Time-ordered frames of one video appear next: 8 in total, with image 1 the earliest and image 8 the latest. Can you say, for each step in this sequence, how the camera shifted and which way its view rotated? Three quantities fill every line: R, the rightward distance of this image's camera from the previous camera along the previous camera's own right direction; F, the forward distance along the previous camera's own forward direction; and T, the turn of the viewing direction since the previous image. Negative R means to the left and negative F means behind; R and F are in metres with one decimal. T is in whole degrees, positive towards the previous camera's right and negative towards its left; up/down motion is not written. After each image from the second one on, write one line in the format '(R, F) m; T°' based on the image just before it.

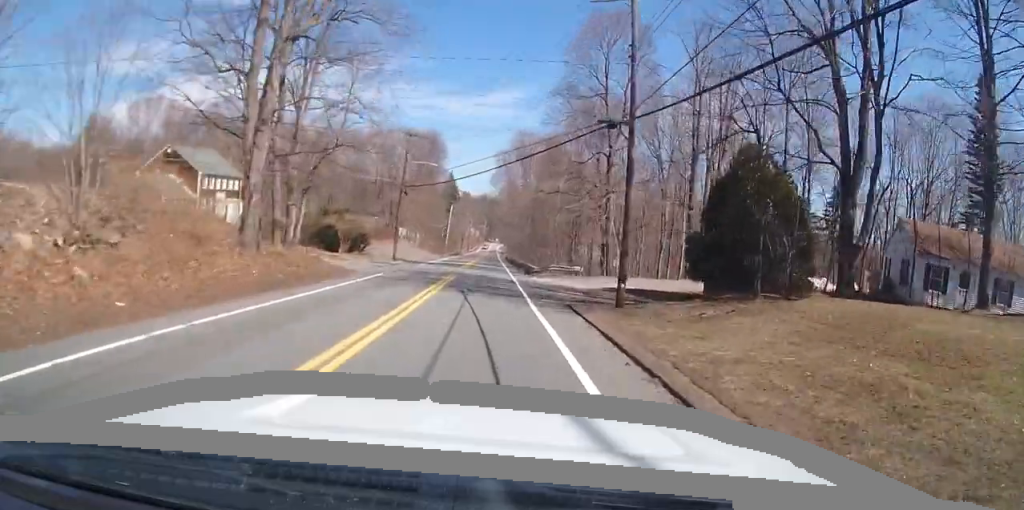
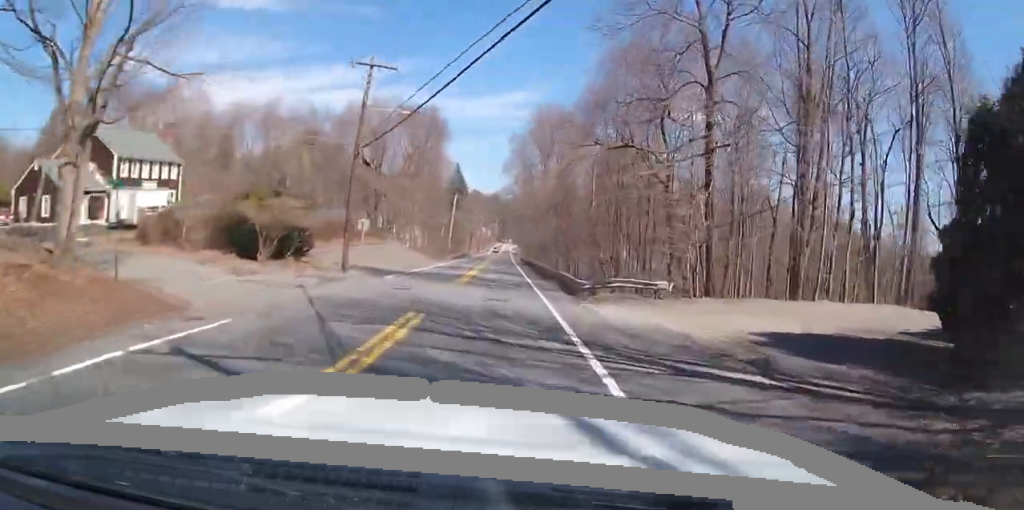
(-0.2, +17.1) m; -1°
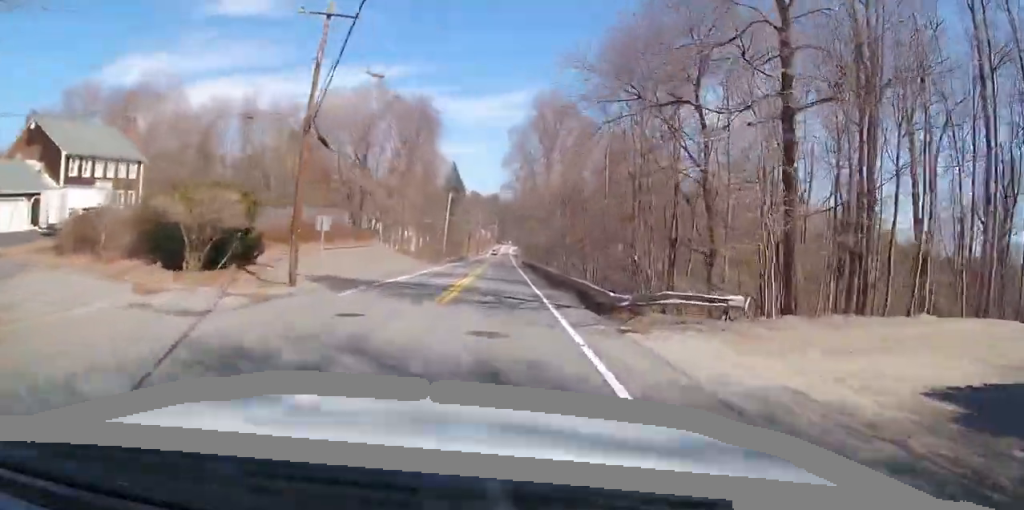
(0.0, +6.8) m; 0°
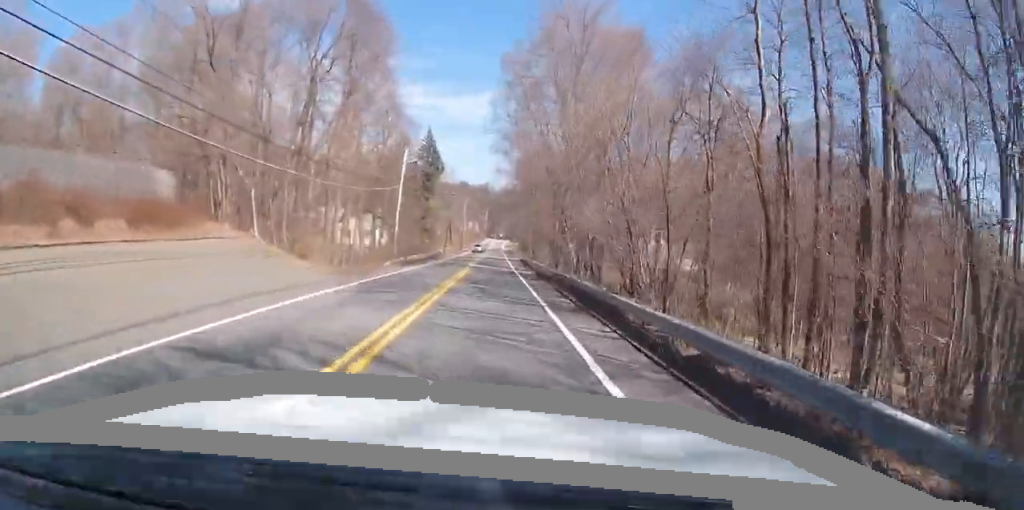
(+0.3, +28.4) m; -1°
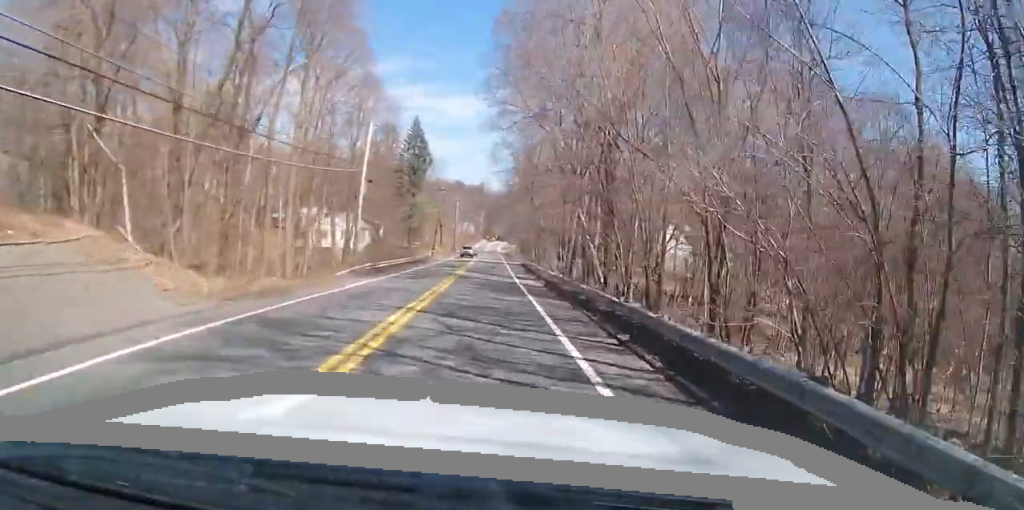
(-0.3, +10.8) m; -1°
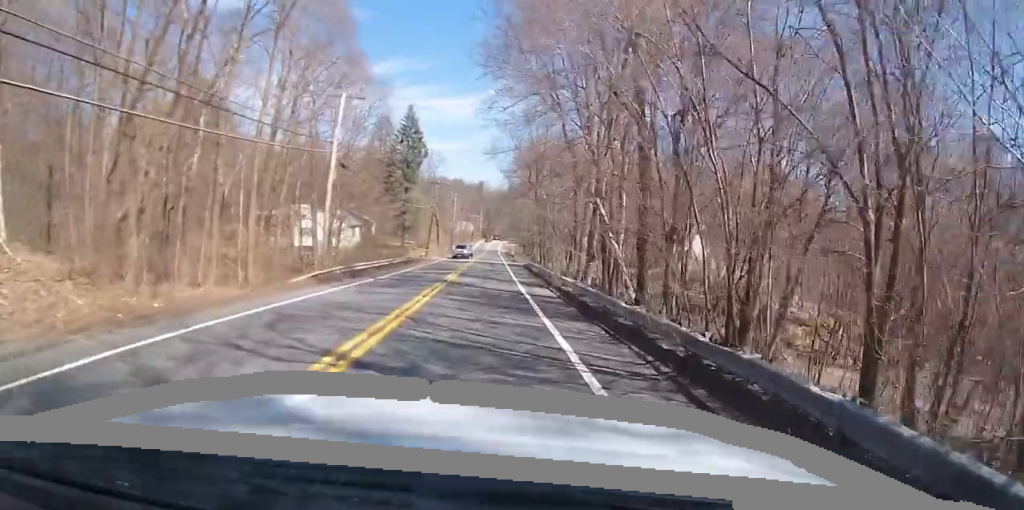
(-0.3, +6.3) m; 0°
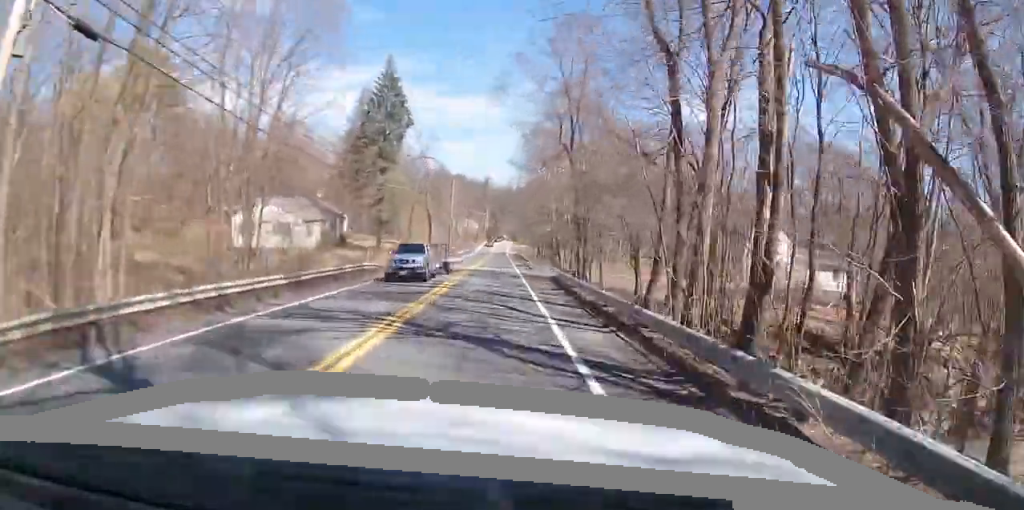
(+0.7, +20.6) m; +2°
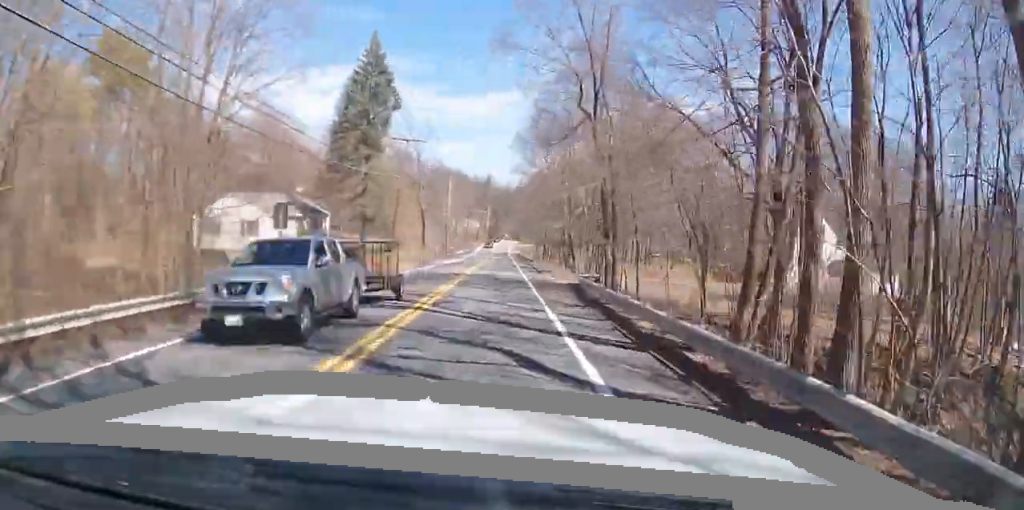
(0.0, +7.6) m; 0°
